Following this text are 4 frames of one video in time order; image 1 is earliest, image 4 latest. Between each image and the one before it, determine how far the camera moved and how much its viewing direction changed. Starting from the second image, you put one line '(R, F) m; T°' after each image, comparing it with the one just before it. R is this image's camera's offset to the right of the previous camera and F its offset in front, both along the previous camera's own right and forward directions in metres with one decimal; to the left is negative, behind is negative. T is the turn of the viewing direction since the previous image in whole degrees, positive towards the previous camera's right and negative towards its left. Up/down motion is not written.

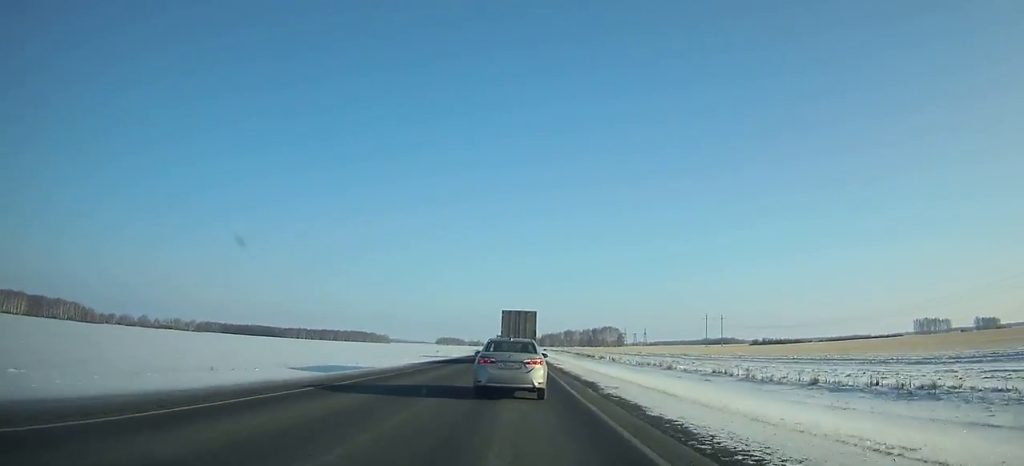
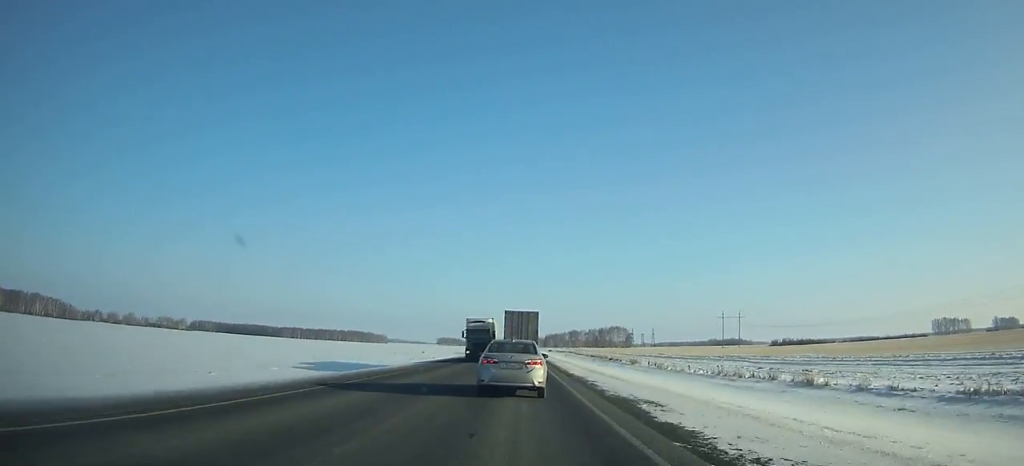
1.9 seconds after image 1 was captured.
(0.0, +34.9) m; 0°
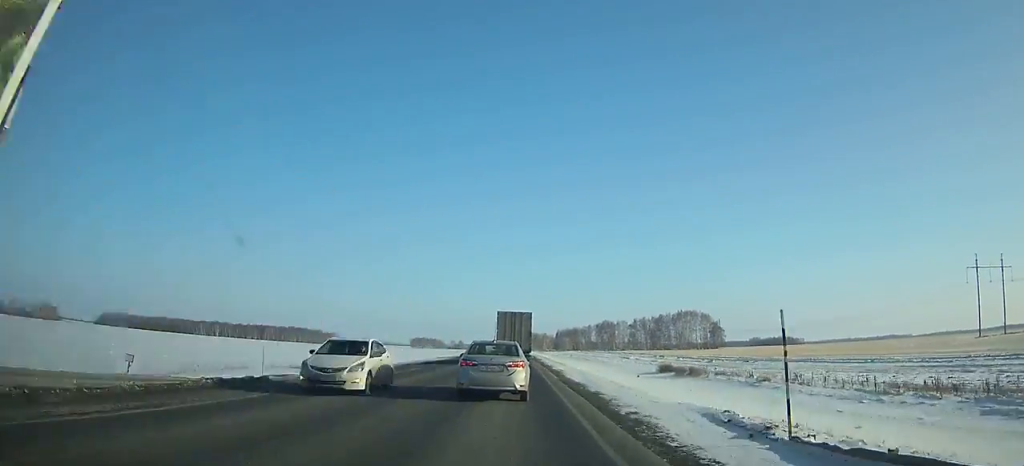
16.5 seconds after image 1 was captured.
(-0.9, +269.2) m; 0°
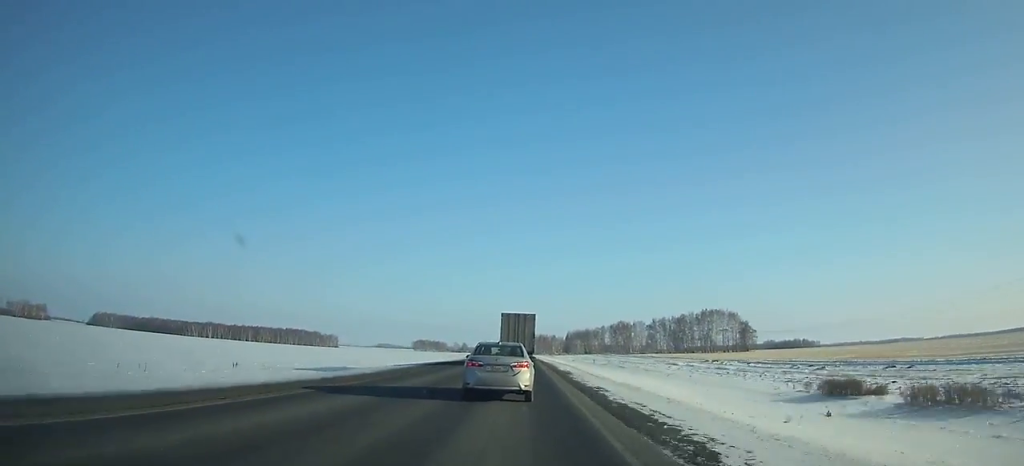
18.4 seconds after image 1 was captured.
(-0.1, +34.5) m; 0°
